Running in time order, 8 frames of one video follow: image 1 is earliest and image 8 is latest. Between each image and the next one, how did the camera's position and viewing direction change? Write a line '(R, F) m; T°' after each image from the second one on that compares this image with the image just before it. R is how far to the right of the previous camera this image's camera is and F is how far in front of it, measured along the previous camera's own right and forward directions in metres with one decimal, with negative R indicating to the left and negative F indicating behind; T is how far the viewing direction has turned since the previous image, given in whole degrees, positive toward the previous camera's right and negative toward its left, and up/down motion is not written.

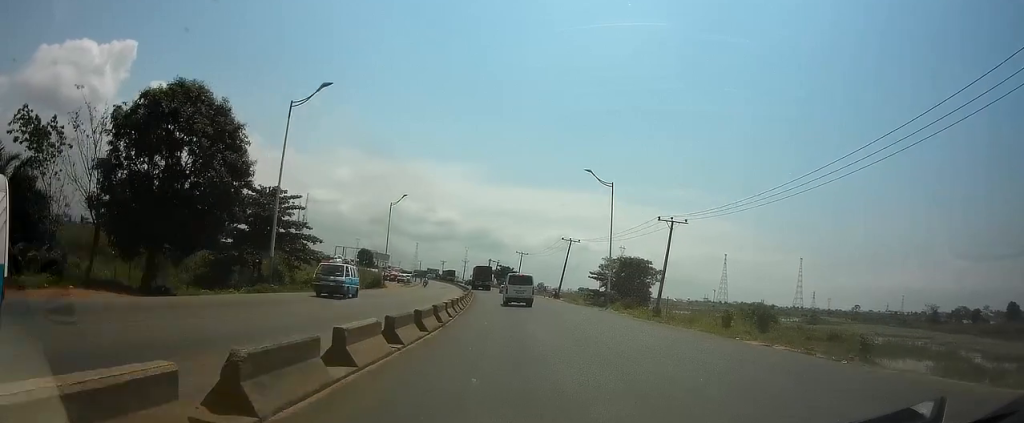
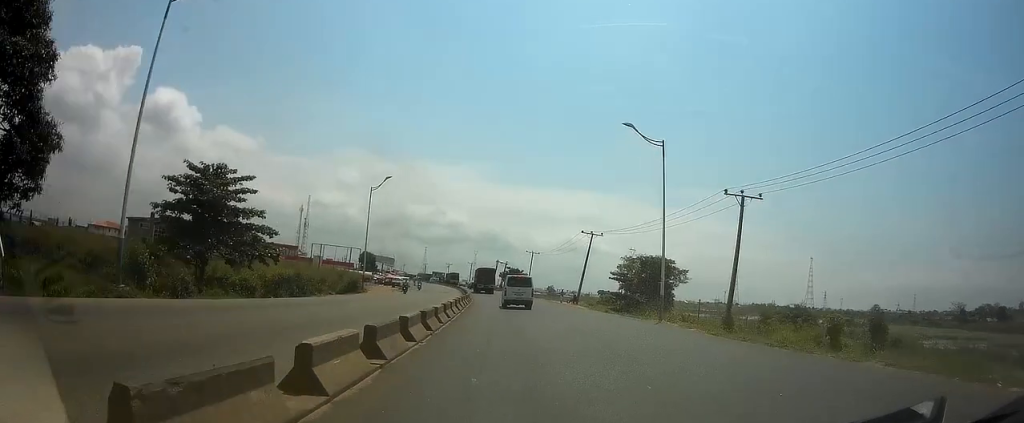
(-0.1, +13.9) m; -1°
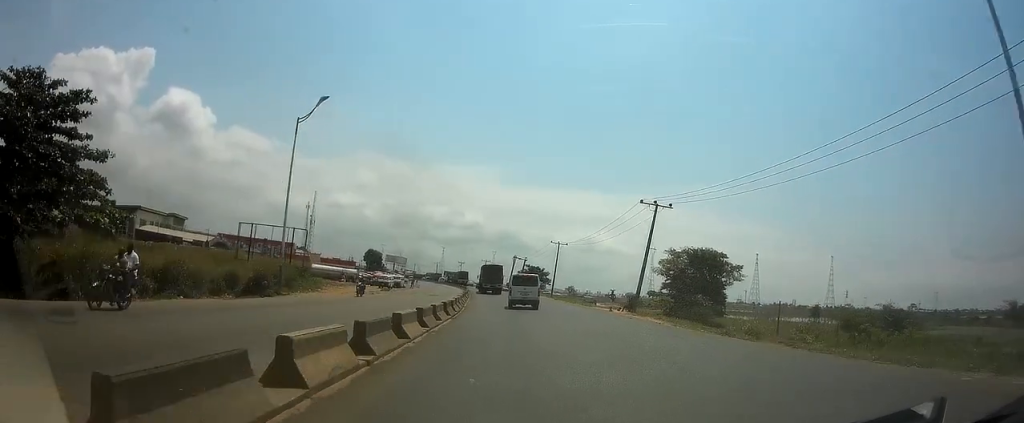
(-0.5, +24.0) m; -3°
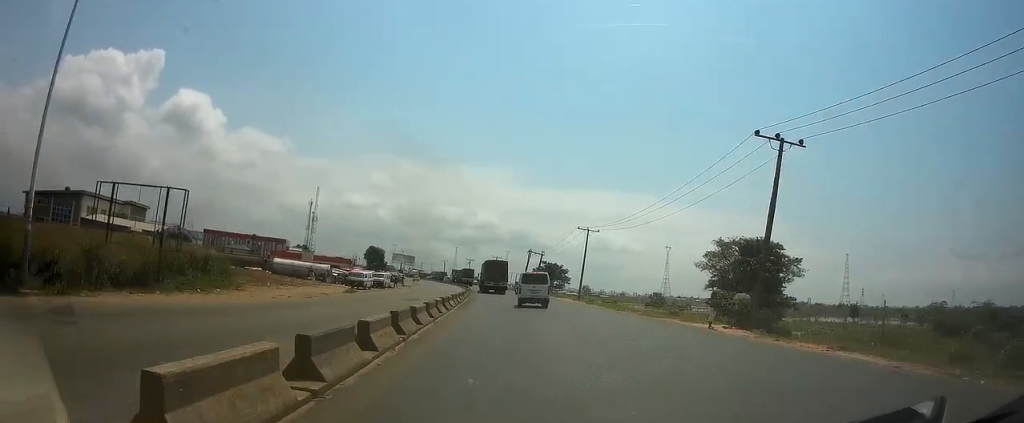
(-0.5, +20.0) m; -2°
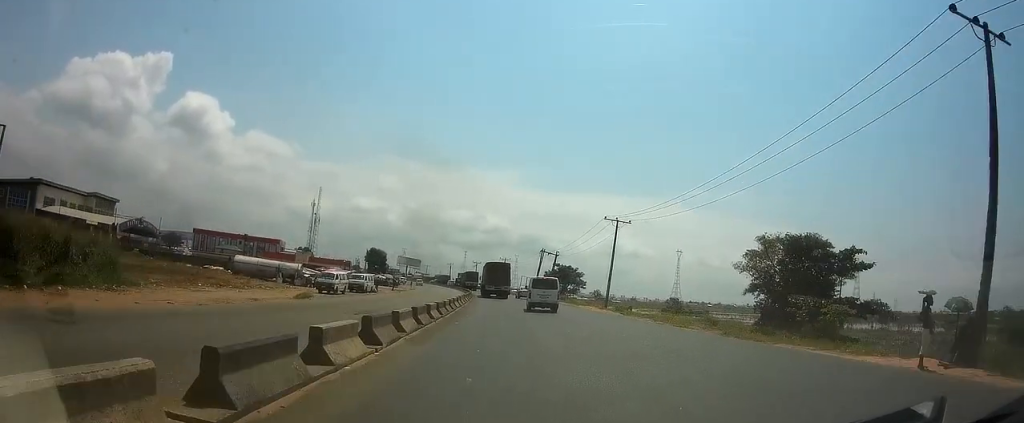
(-0.1, +13.4) m; -1°
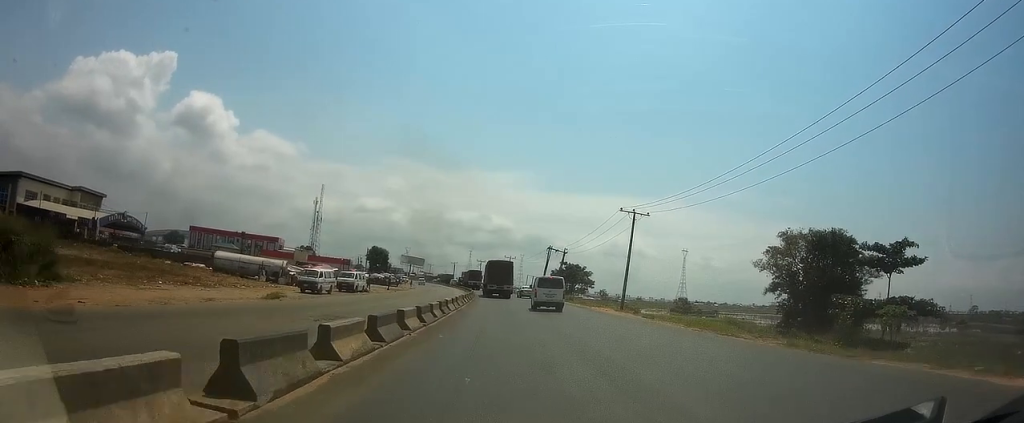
(-0.1, +5.5) m; 0°
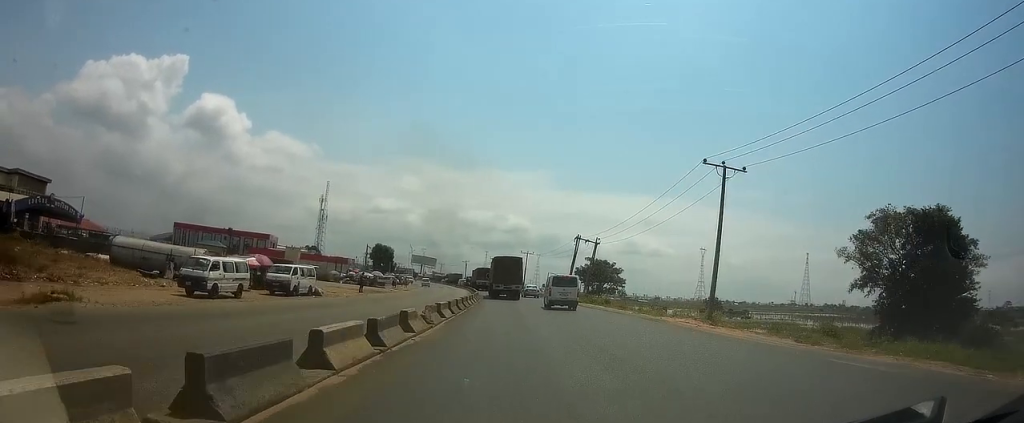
(-0.1, +18.3) m; -1°
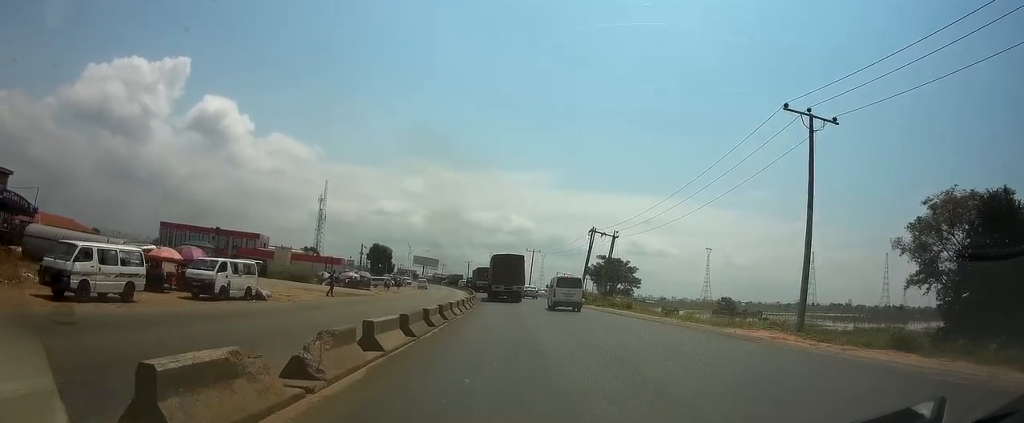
(-0.1, +9.7) m; 0°
